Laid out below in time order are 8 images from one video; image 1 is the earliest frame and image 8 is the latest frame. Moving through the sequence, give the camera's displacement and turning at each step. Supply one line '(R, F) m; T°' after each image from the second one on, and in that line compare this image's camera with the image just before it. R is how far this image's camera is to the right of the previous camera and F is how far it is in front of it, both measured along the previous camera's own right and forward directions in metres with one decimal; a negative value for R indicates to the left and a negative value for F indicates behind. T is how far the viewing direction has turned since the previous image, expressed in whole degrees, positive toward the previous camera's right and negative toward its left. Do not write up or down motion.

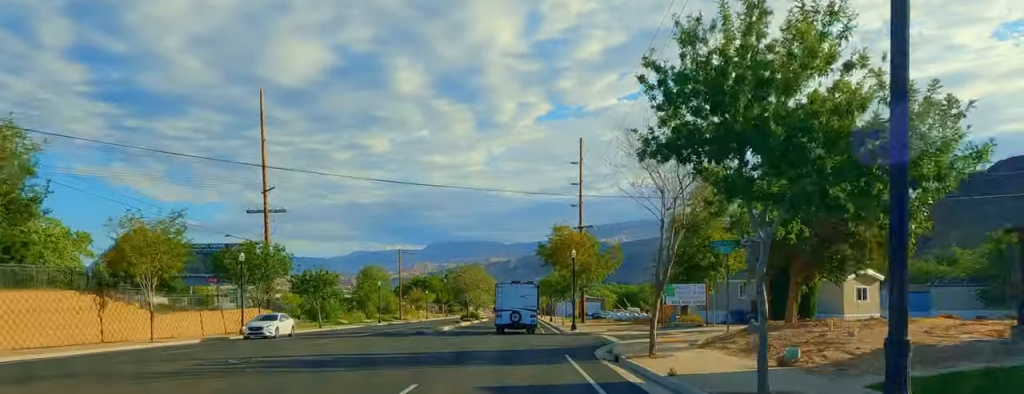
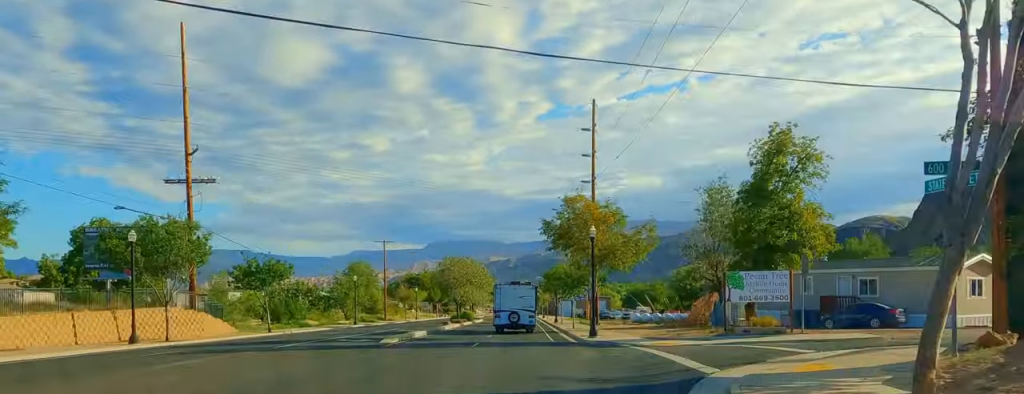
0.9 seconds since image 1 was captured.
(+0.9, +13.6) m; 0°
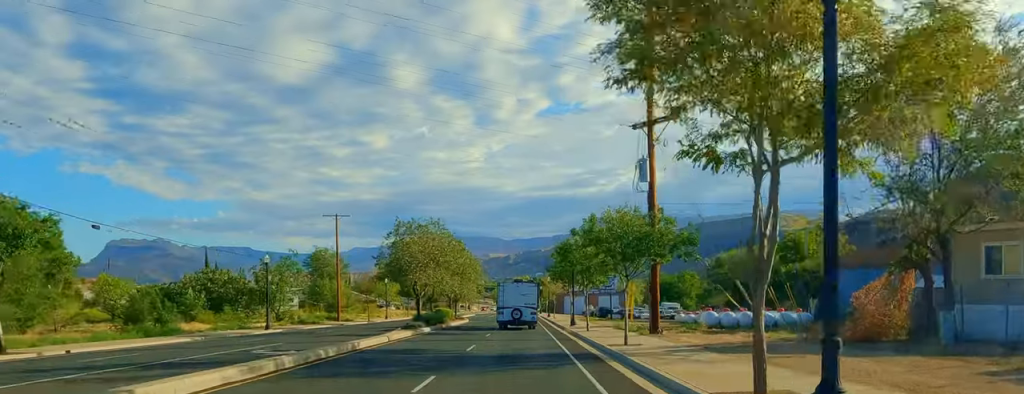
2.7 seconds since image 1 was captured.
(-1.6, +28.2) m; -1°
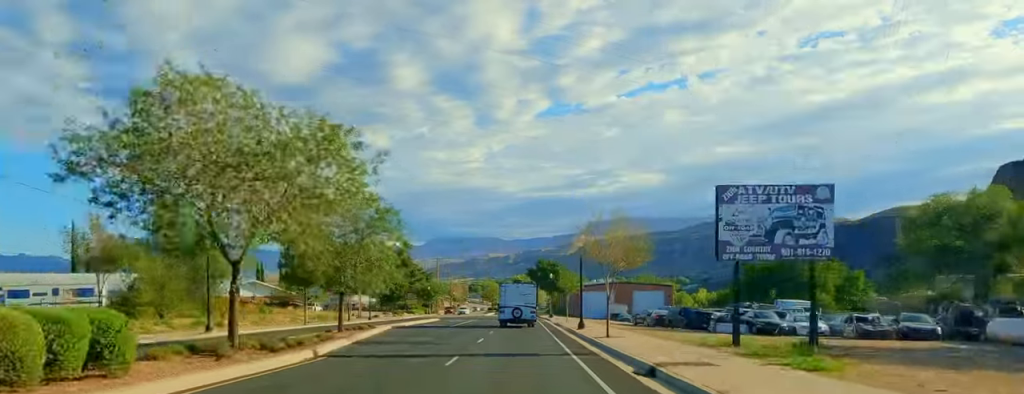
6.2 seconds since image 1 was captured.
(+1.6, +56.8) m; 0°
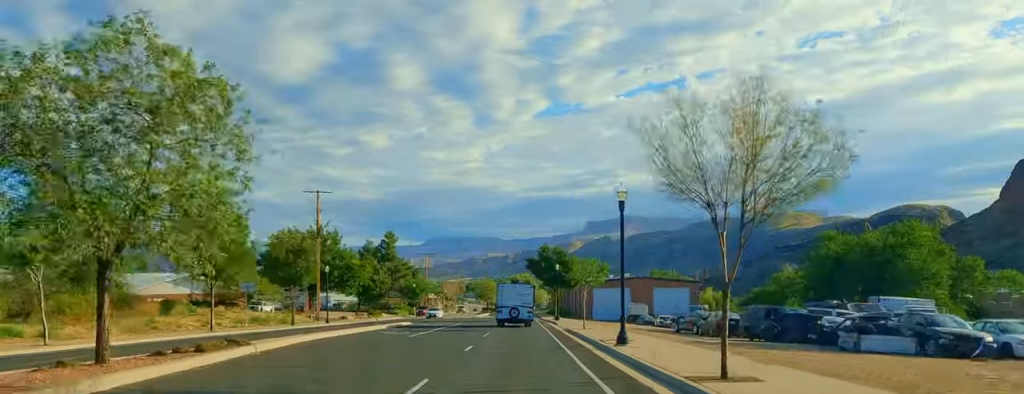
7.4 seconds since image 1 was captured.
(-0.1, +18.9) m; -1°
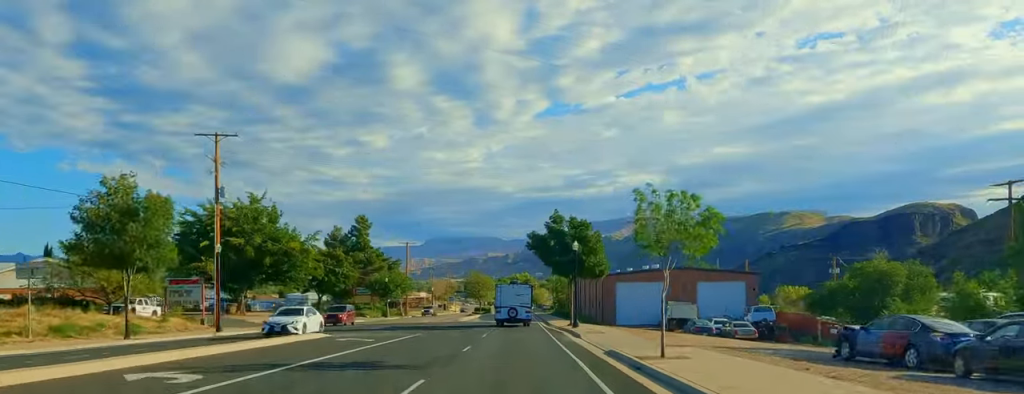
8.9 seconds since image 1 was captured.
(-0.7, +24.8) m; 0°
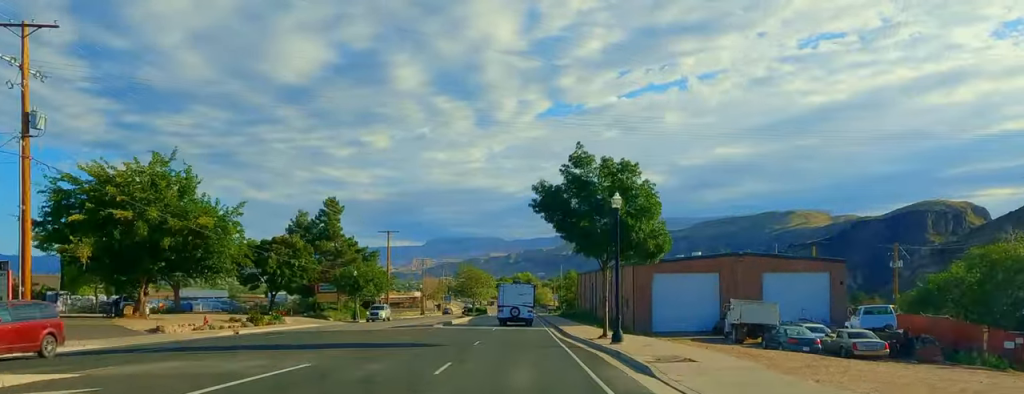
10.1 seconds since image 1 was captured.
(+0.6, +19.5) m; +1°
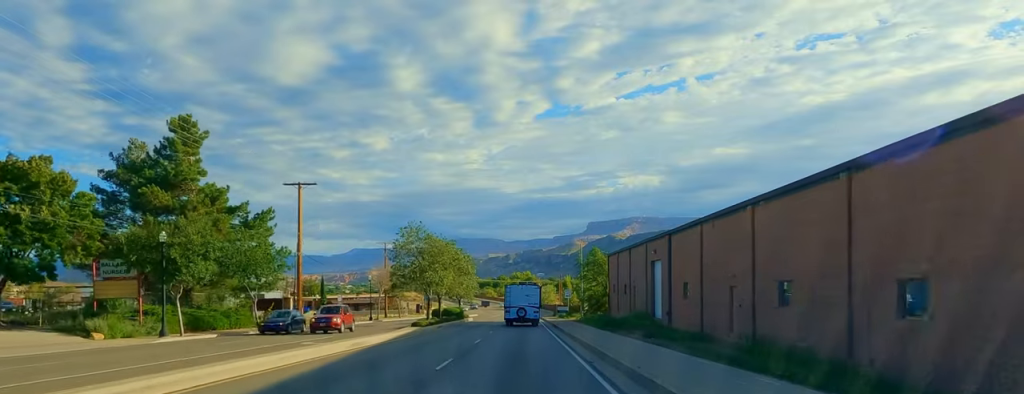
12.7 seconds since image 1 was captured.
(+0.5, +41.9) m; +1°
